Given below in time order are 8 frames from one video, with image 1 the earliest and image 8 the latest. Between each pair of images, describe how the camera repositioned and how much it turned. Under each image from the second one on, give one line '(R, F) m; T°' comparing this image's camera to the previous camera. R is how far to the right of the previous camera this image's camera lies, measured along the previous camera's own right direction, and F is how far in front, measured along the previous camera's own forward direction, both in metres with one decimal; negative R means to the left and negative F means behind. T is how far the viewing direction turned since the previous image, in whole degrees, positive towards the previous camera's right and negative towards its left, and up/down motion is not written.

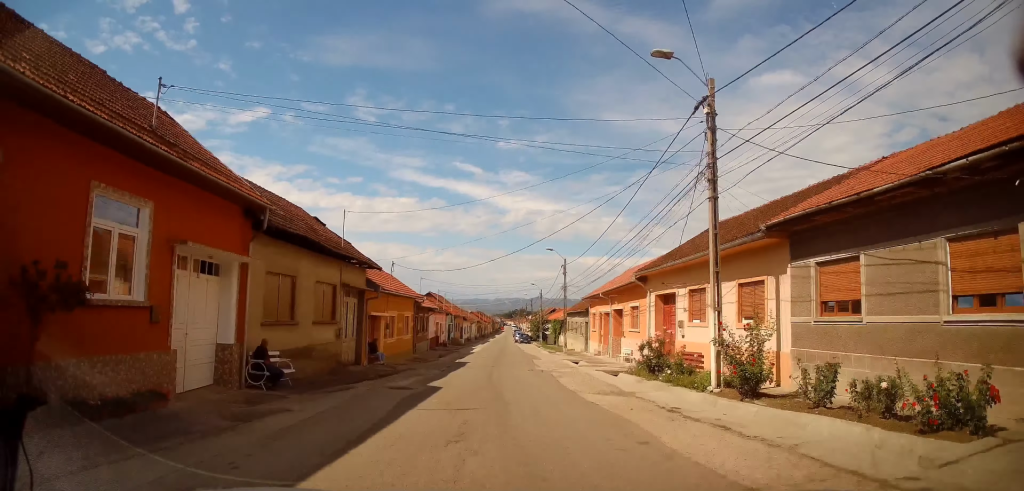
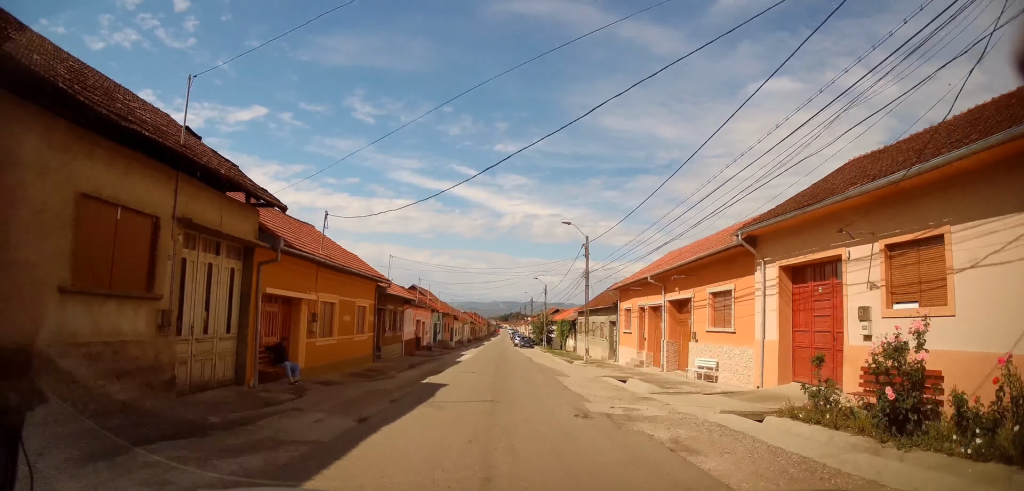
(-0.1, +11.9) m; 0°
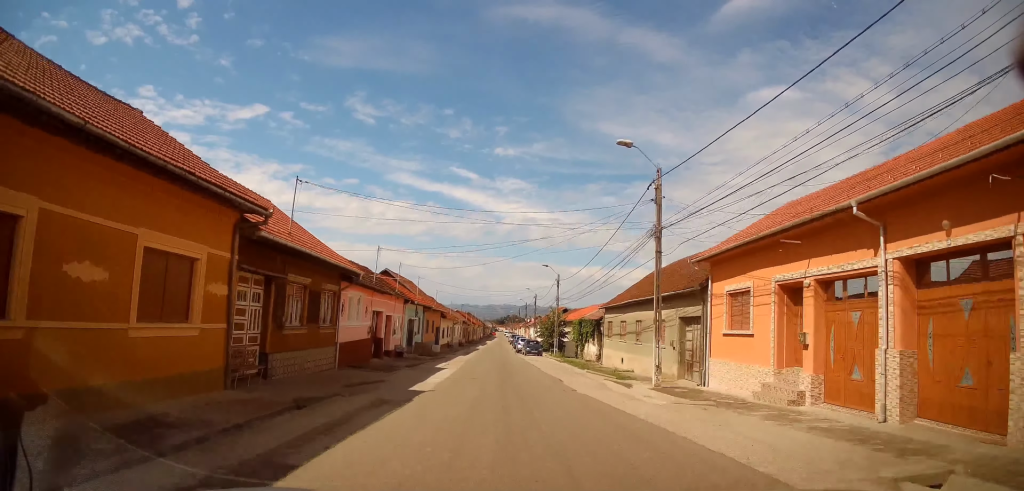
(0.0, +15.1) m; +1°
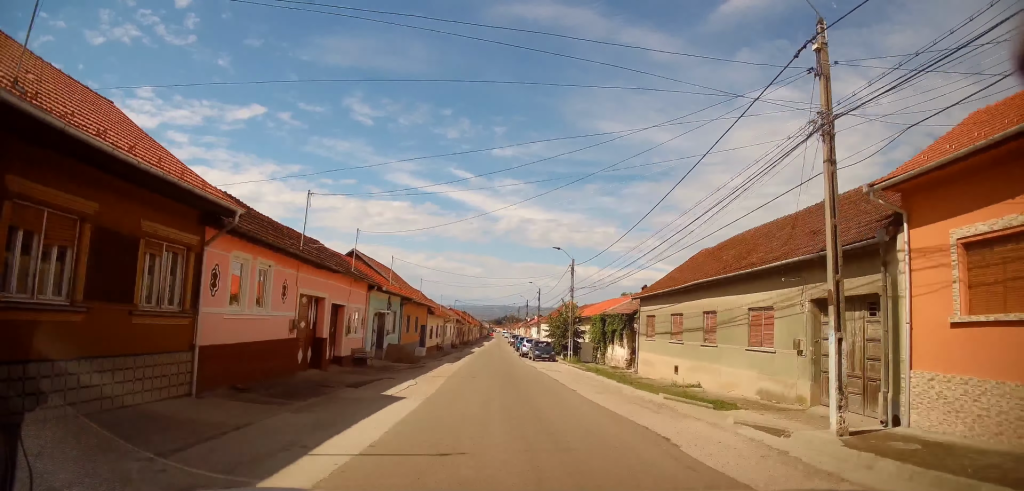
(+0.1, +10.9) m; +1°
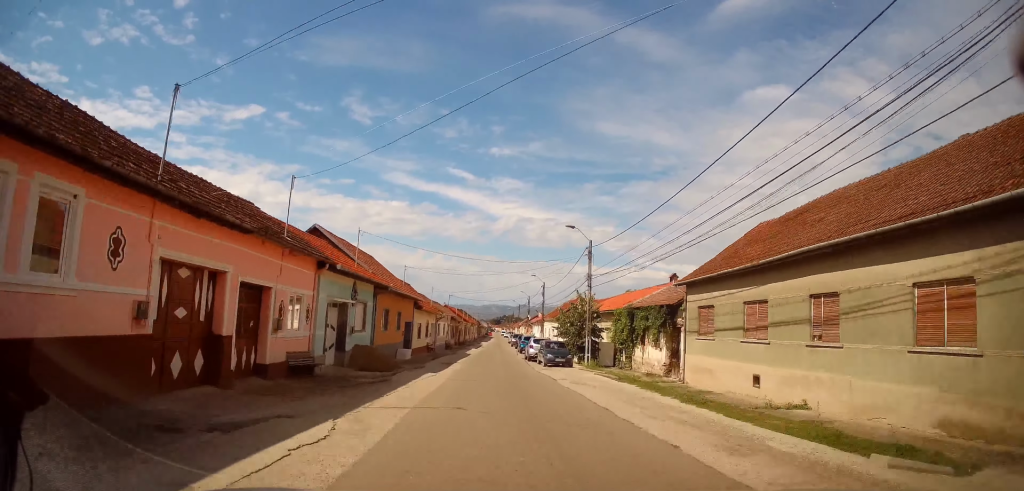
(0.0, +8.1) m; 0°
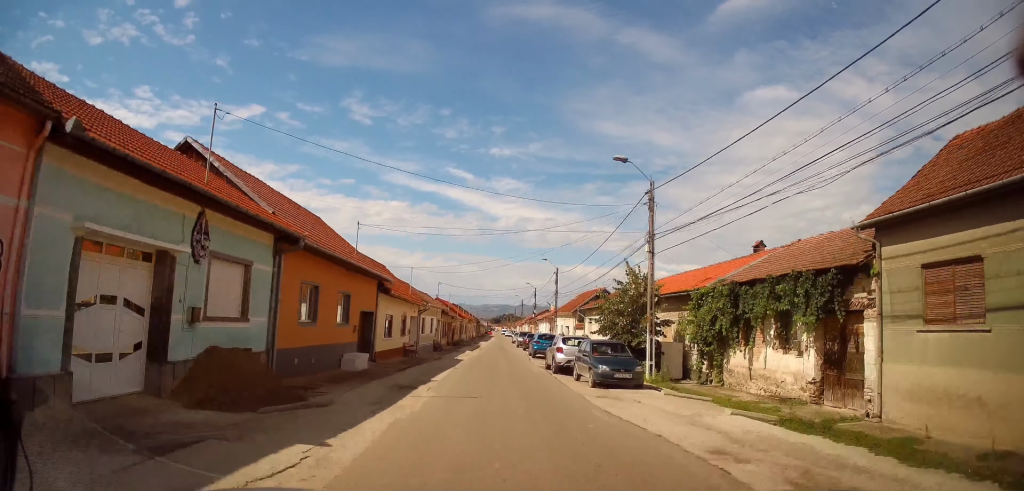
(0.0, +13.5) m; 0°
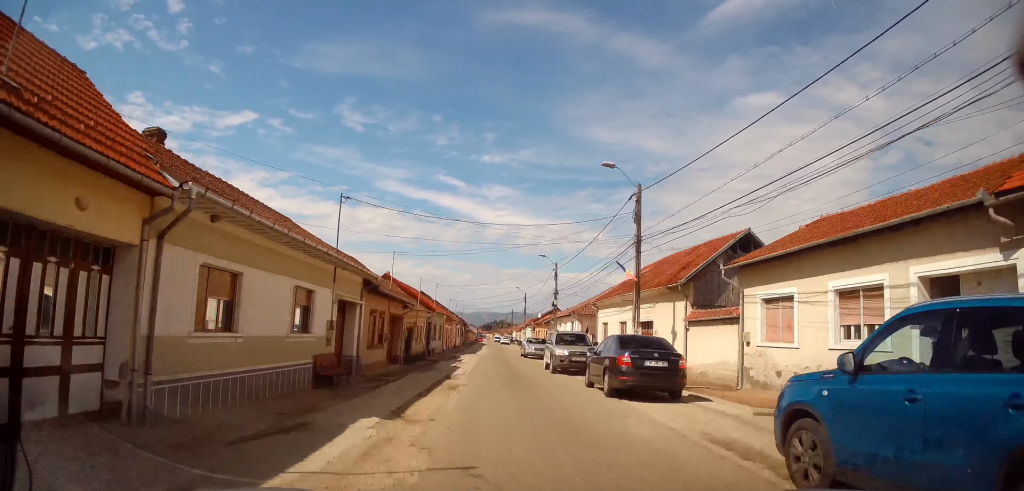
(0.0, +31.9) m; 0°
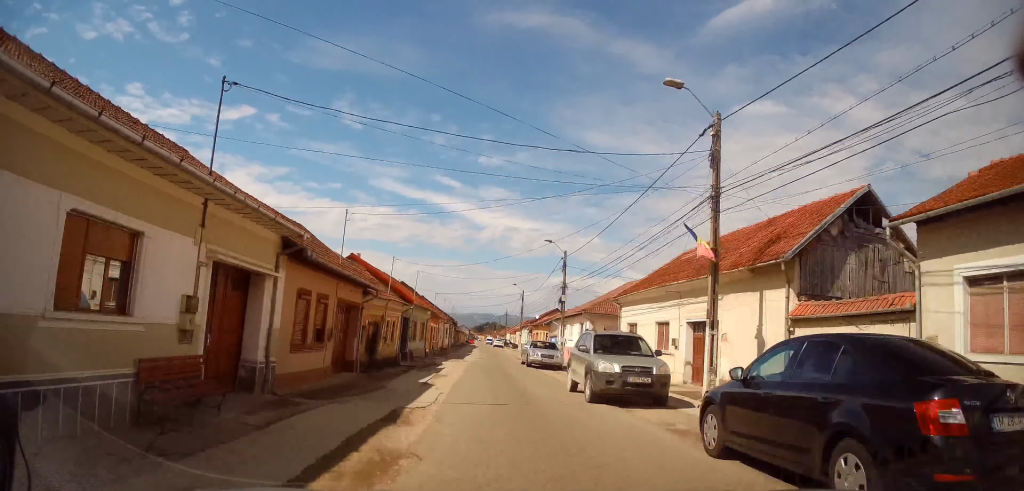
(0.0, +8.6) m; +1°
